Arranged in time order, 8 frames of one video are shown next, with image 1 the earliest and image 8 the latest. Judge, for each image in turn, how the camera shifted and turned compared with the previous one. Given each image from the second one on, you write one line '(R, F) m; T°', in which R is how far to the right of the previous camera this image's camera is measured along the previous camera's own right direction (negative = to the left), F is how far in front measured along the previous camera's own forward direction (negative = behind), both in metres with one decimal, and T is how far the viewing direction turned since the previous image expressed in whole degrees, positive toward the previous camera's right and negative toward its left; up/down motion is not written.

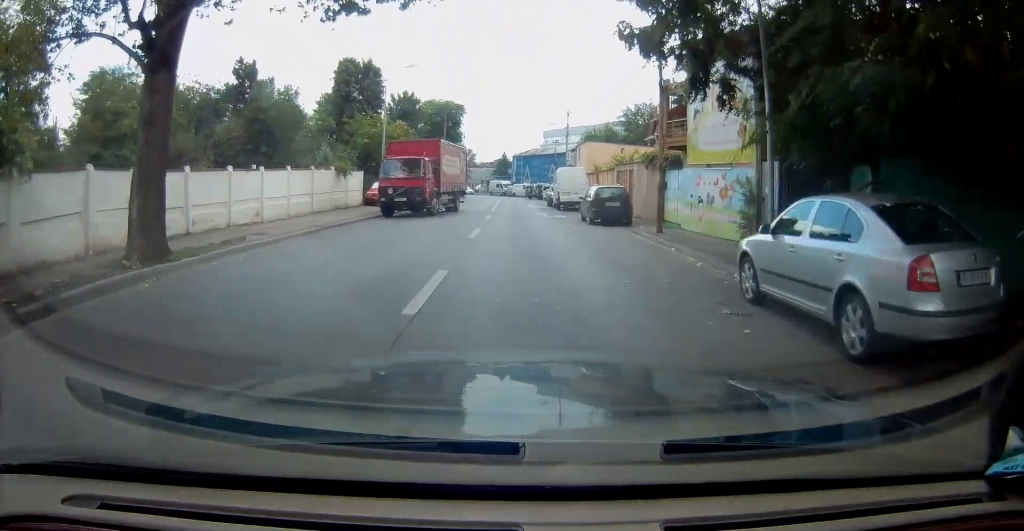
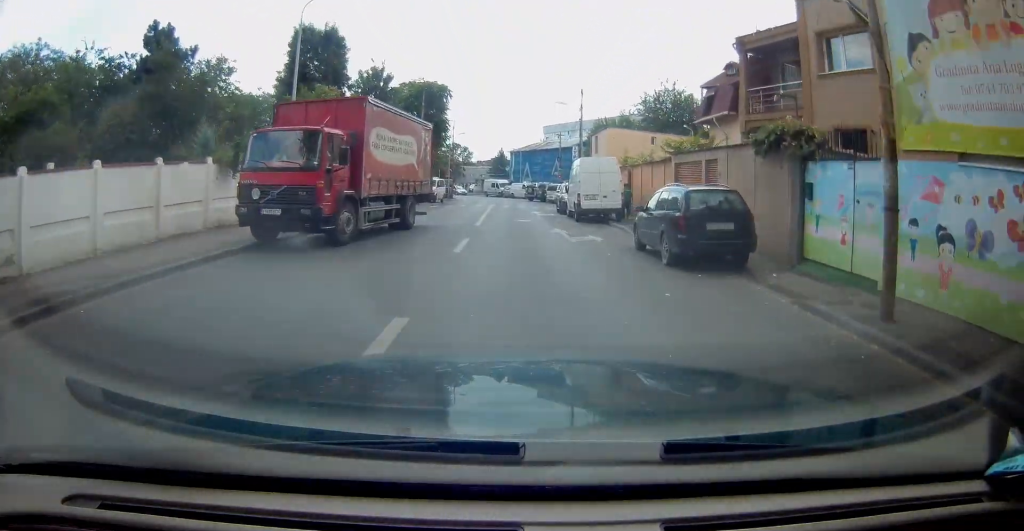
(0.0, +11.8) m; 0°
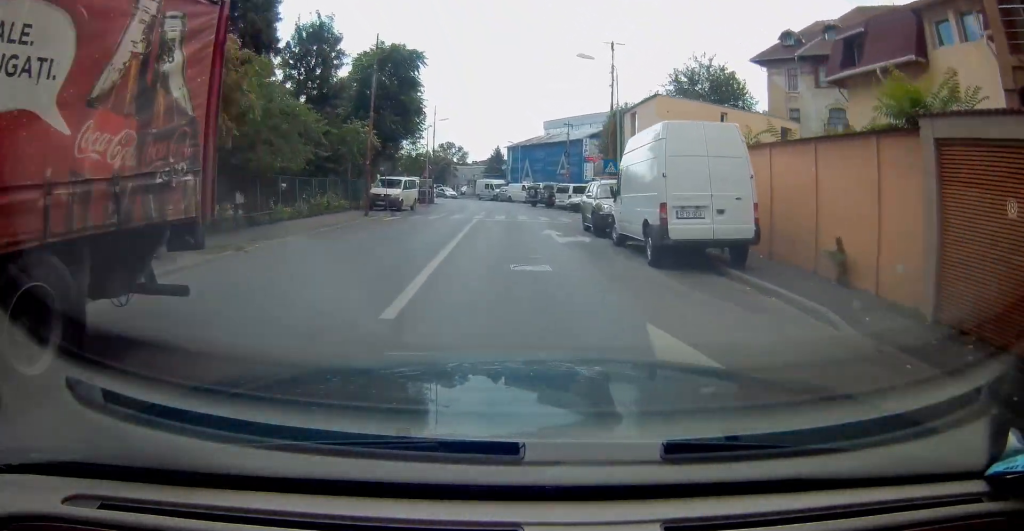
(0.0, +13.2) m; 0°
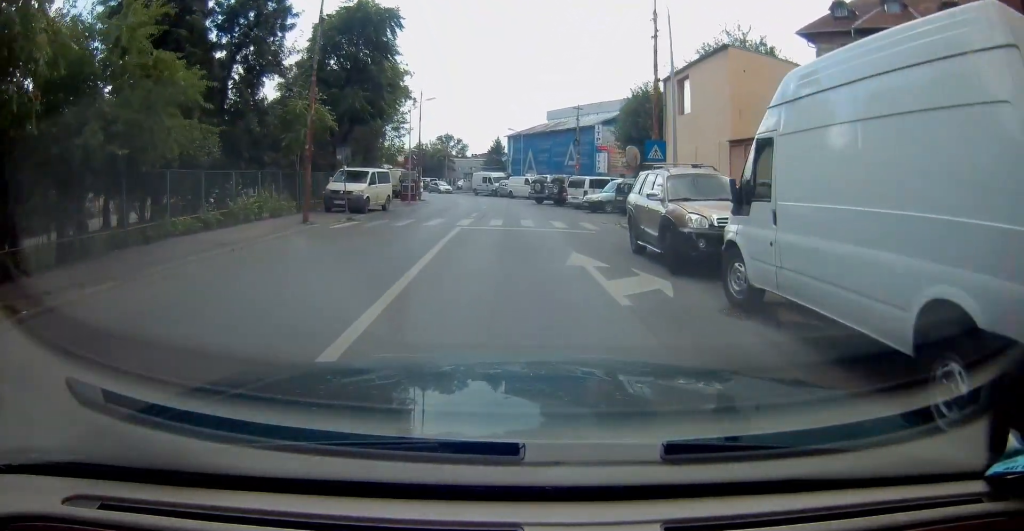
(+0.1, +8.0) m; 0°
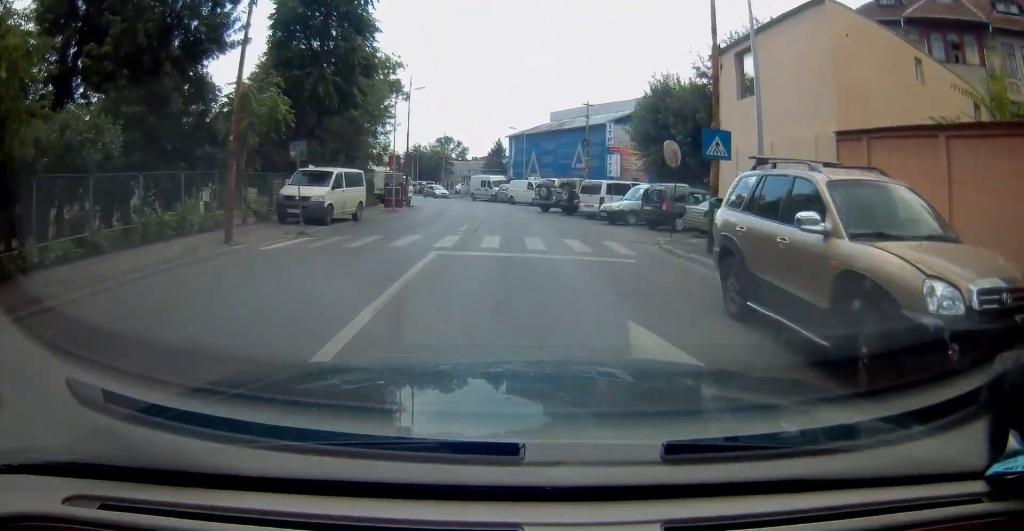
(-0.1, +5.2) m; -1°
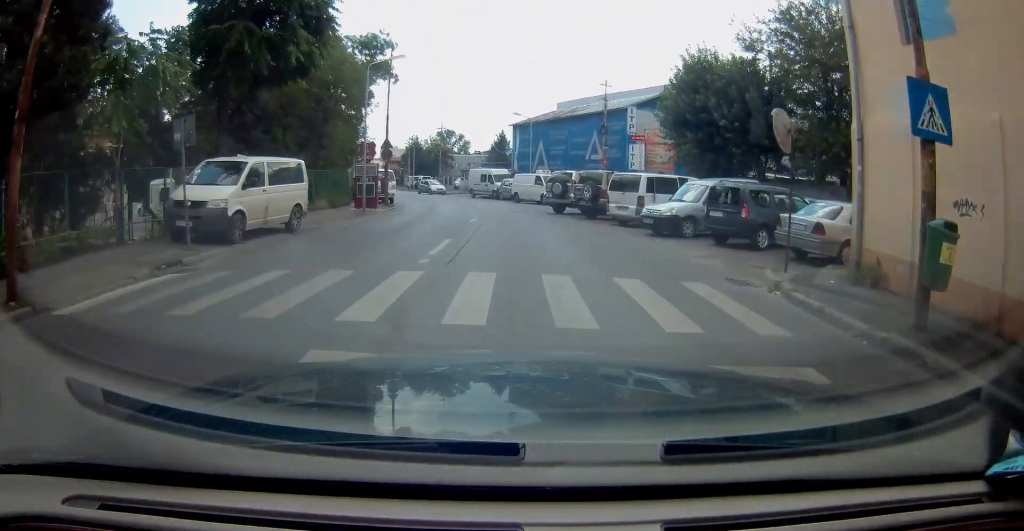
(0.0, +7.4) m; -1°
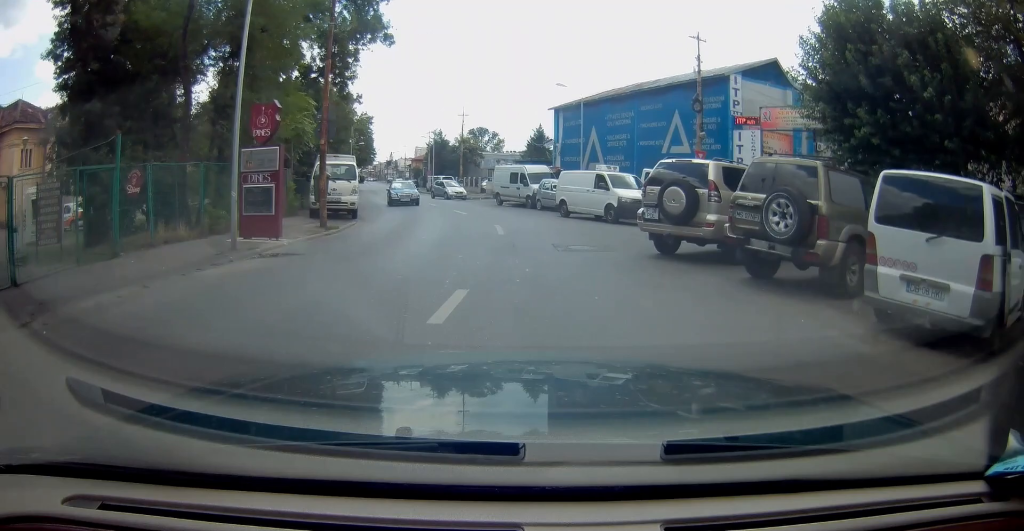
(-0.8, +14.0) m; -6°
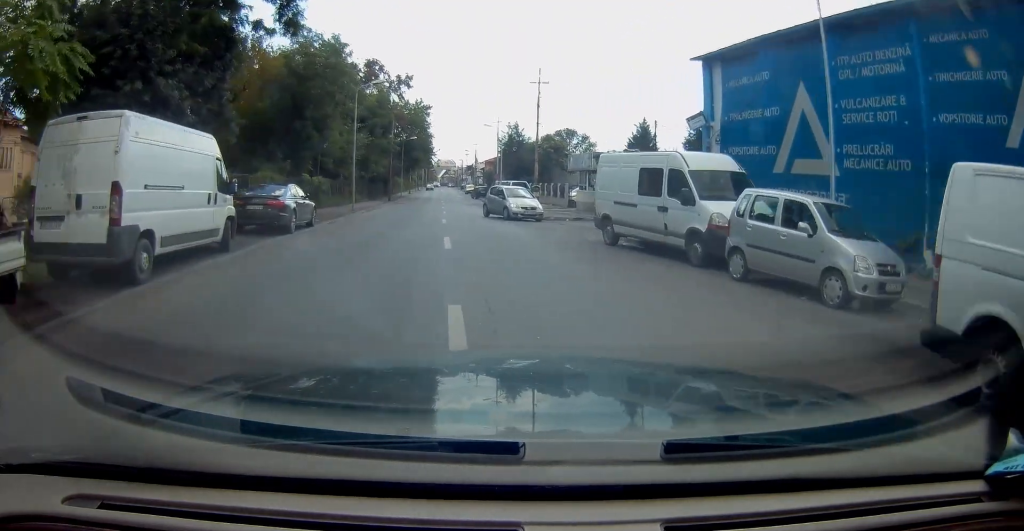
(-0.9, +20.1) m; -8°
